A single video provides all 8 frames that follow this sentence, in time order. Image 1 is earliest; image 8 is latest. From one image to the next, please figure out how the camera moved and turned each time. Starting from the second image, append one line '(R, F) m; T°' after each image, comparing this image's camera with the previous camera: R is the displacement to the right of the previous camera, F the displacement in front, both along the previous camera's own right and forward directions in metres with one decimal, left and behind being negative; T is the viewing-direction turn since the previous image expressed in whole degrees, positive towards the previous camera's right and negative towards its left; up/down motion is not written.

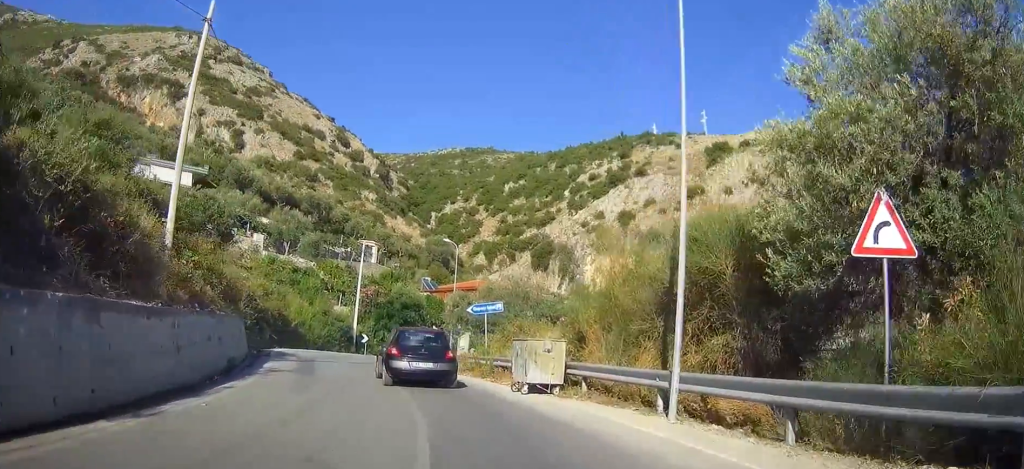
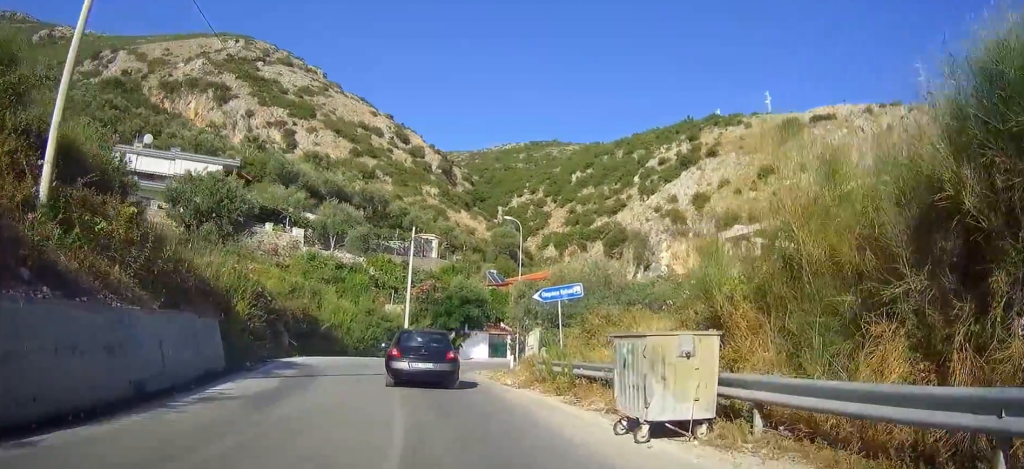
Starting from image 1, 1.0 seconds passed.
(-0.7, +7.7) m; -6°
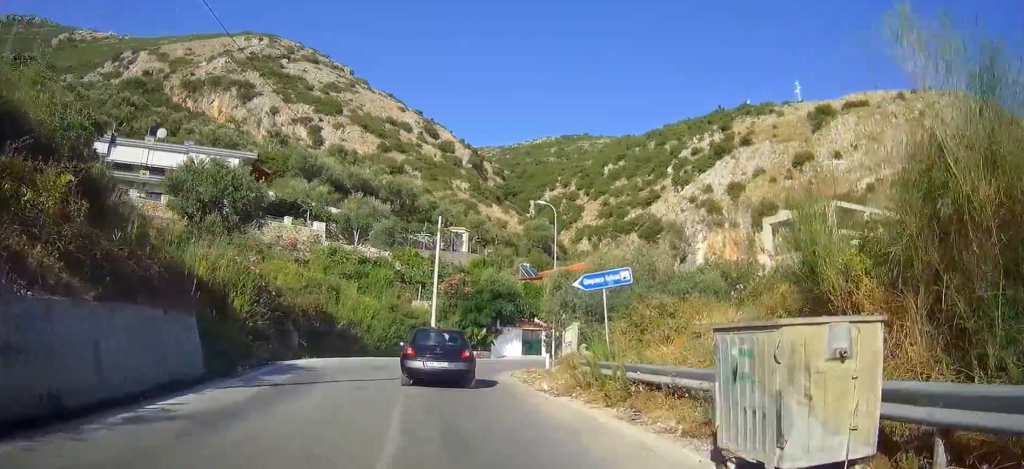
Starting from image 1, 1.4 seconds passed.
(0.0, +3.3) m; -1°
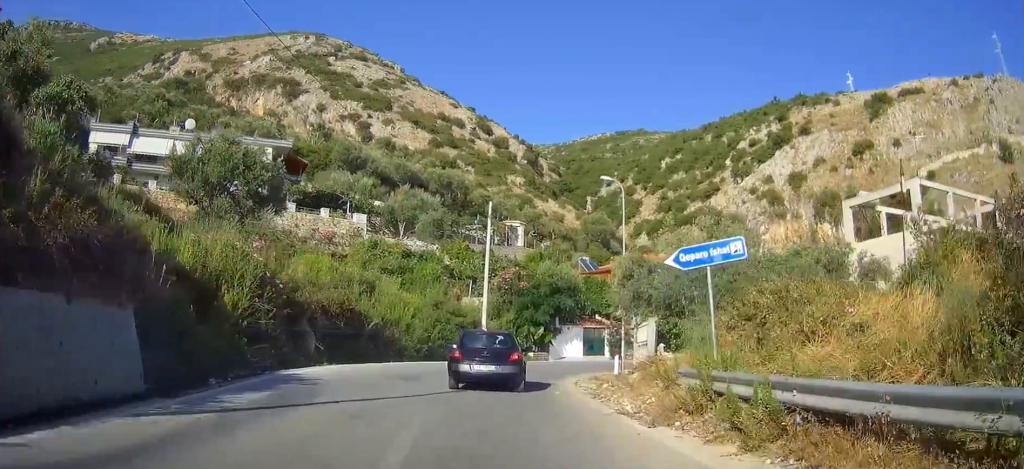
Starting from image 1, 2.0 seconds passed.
(0.0, +4.9) m; 0°
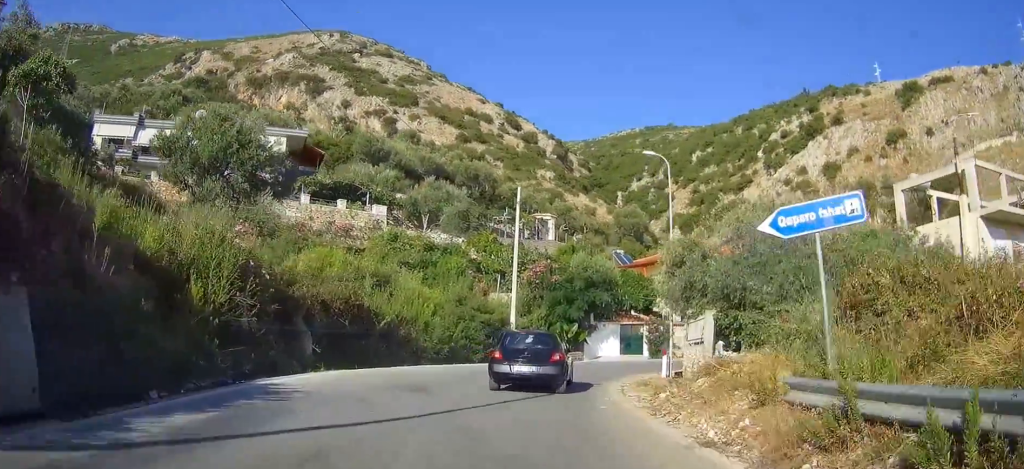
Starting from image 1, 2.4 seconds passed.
(0.0, +3.3) m; 0°
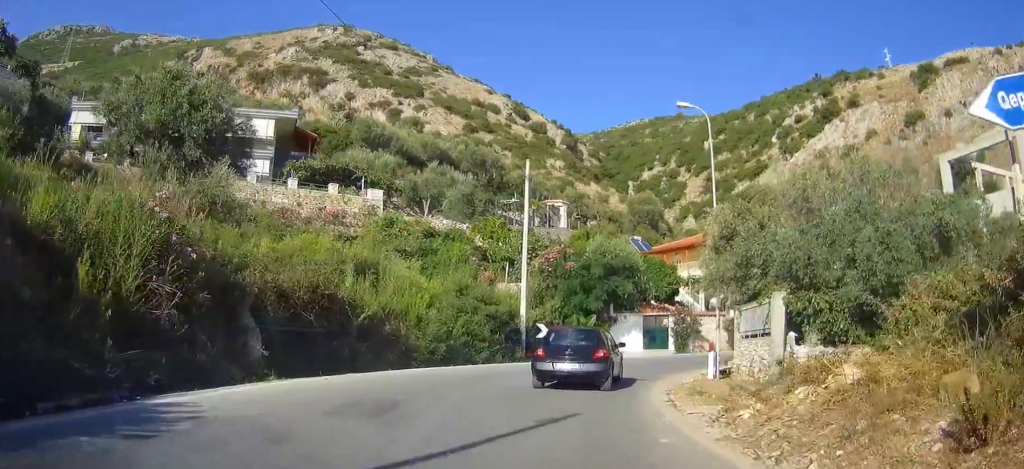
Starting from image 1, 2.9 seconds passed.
(0.0, +4.7) m; 0°
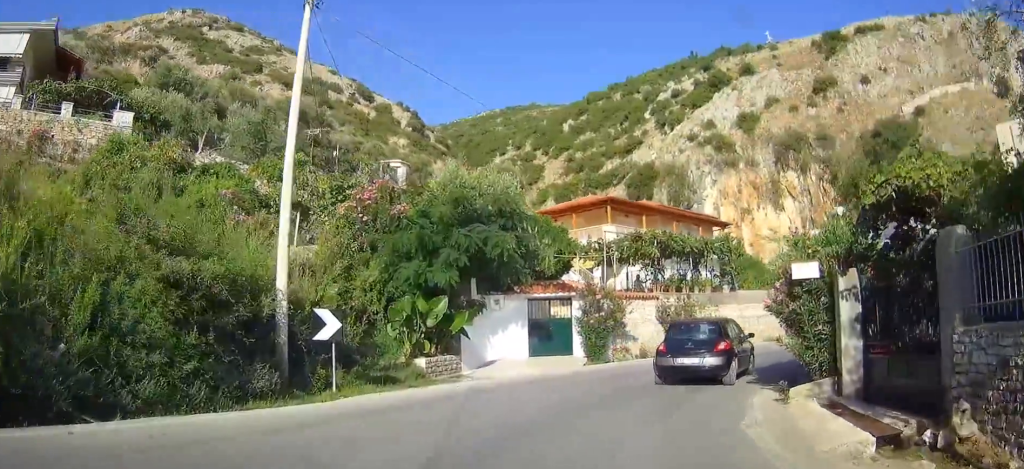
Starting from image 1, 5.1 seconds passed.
(-0.2, +17.7) m; +2°
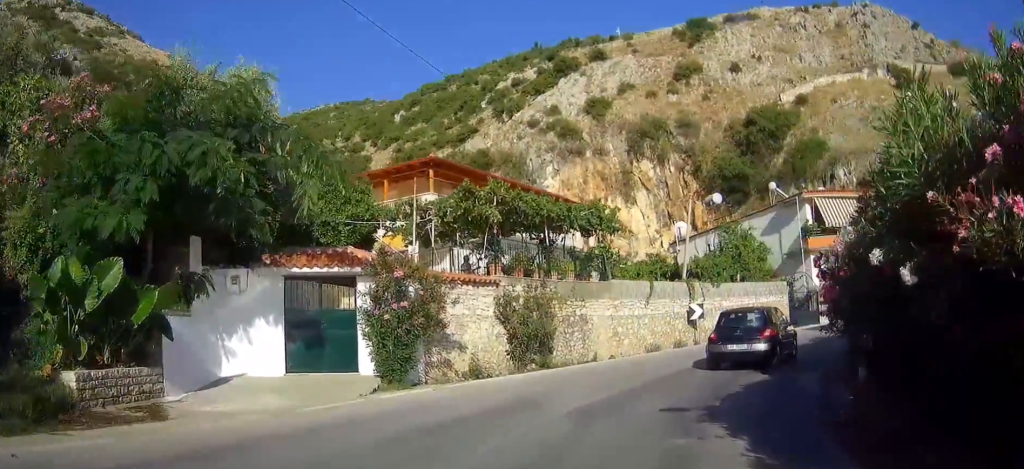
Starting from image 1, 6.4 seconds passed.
(+1.3, +10.0) m; +15°
